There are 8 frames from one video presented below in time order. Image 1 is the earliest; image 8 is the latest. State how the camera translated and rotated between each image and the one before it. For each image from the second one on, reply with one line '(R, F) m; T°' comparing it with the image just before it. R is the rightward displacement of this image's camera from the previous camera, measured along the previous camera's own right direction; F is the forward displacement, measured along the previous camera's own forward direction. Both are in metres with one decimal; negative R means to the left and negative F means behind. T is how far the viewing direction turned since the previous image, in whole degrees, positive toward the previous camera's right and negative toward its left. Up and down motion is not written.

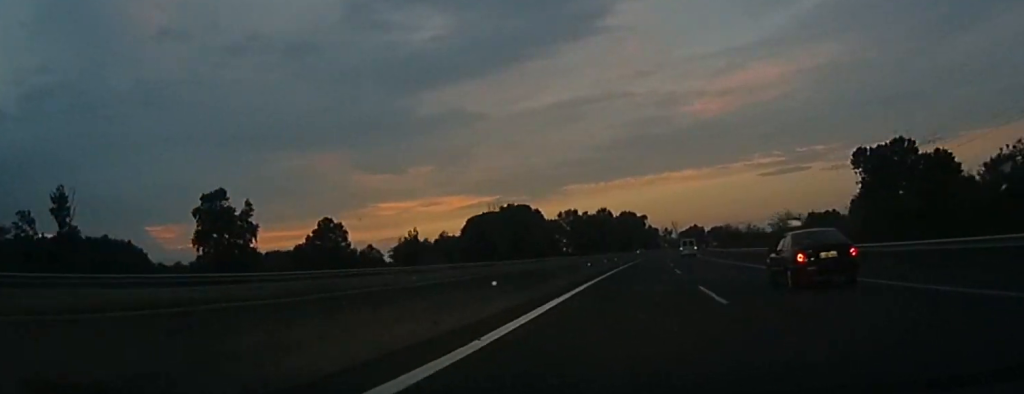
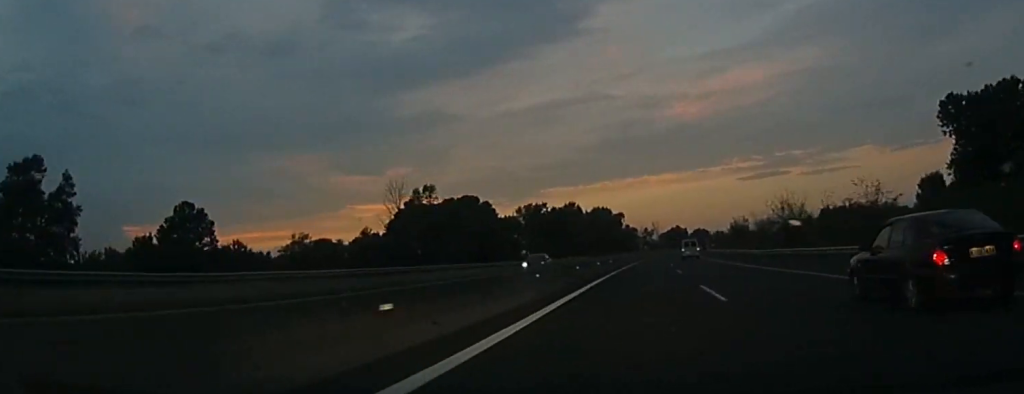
(+1.5, +53.3) m; +2°
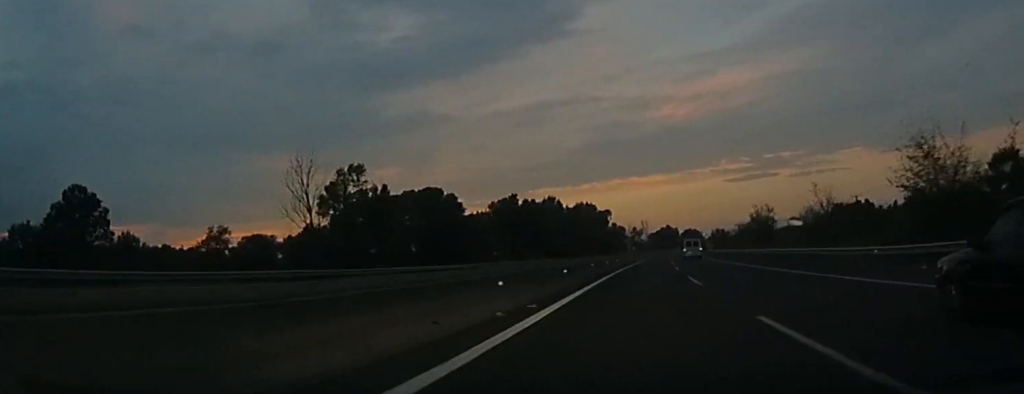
(-0.3, +28.2) m; +1°
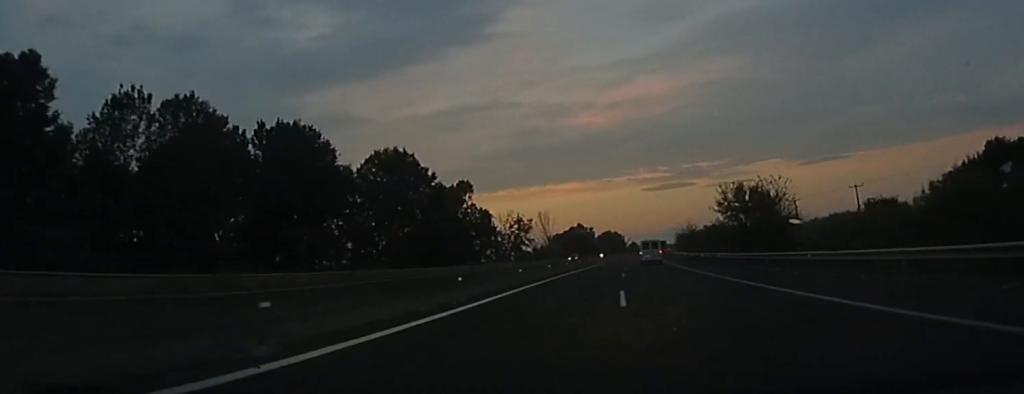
(+7.7, +132.2) m; +7°
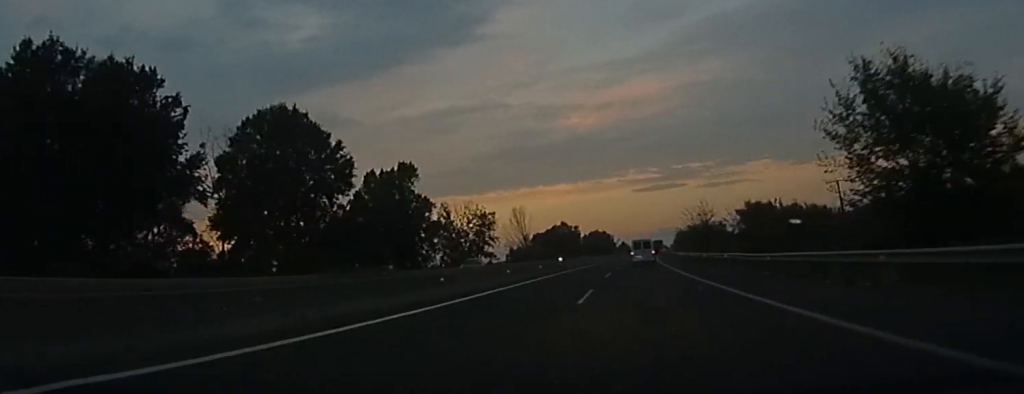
(+0.6, +33.8) m; +1°
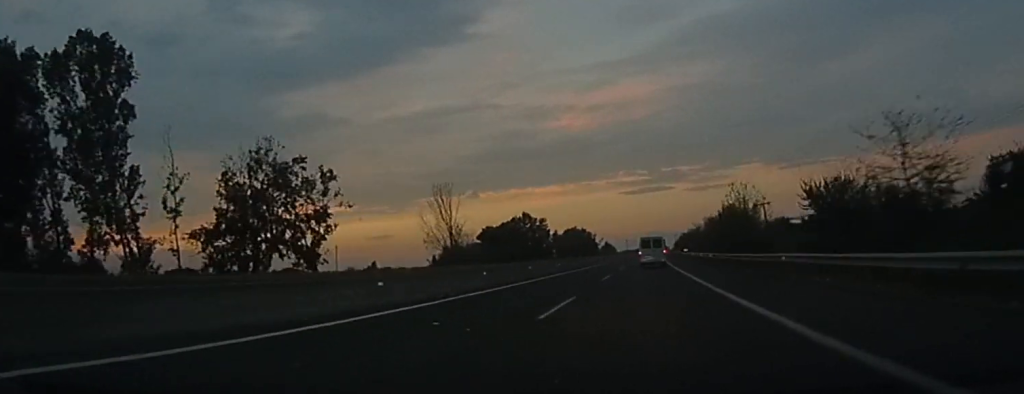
(+1.3, +75.8) m; +1°
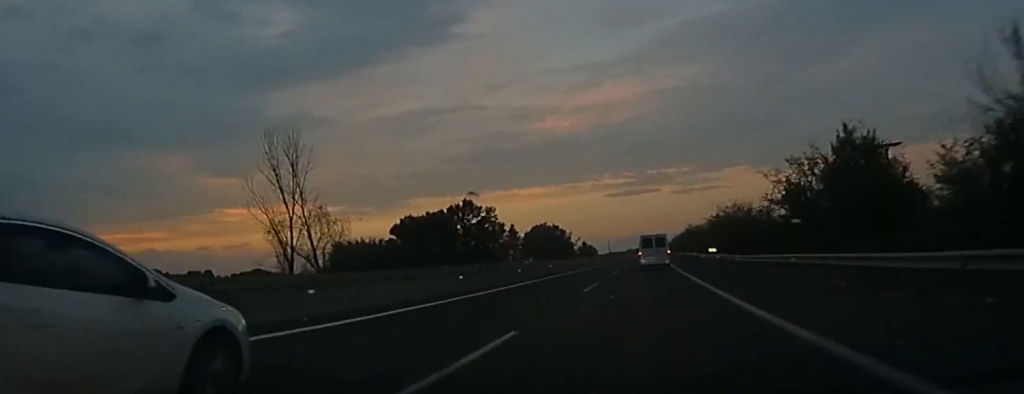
(-0.2, +61.9) m; +1°
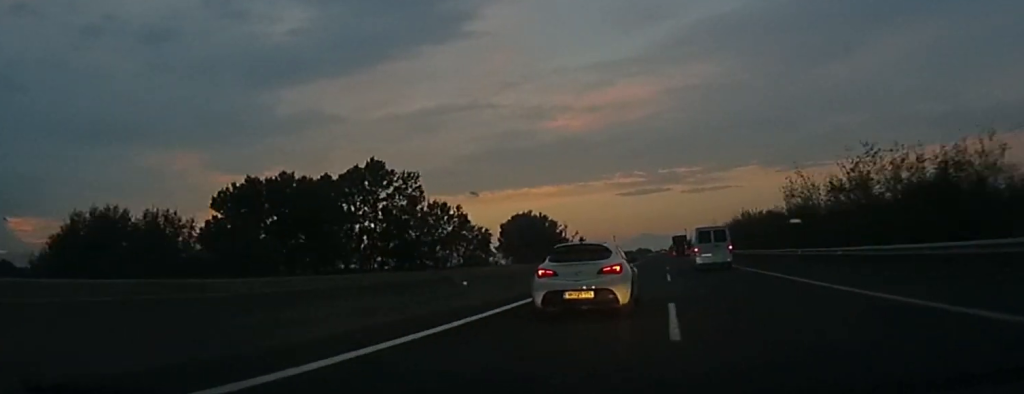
(+1.1, +67.6) m; +1°
